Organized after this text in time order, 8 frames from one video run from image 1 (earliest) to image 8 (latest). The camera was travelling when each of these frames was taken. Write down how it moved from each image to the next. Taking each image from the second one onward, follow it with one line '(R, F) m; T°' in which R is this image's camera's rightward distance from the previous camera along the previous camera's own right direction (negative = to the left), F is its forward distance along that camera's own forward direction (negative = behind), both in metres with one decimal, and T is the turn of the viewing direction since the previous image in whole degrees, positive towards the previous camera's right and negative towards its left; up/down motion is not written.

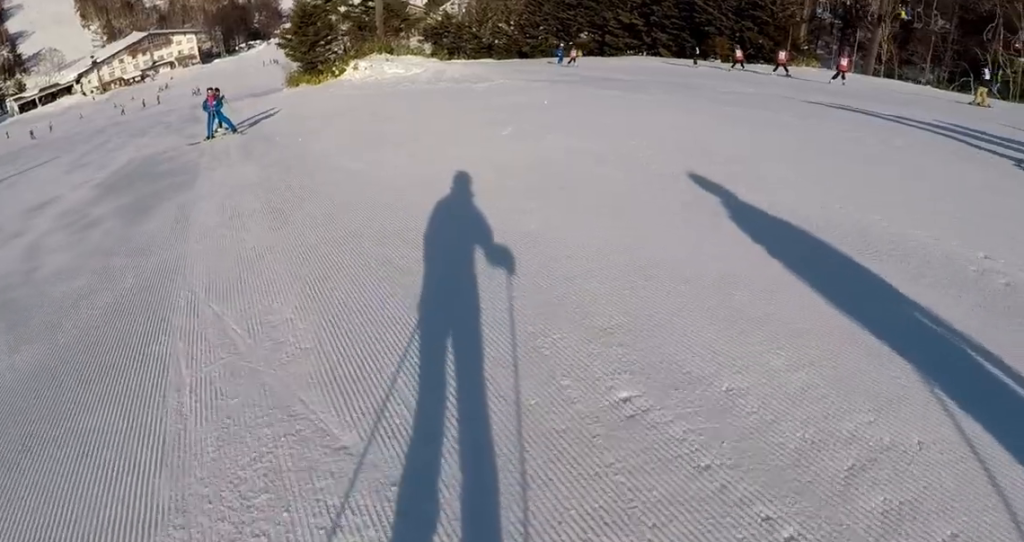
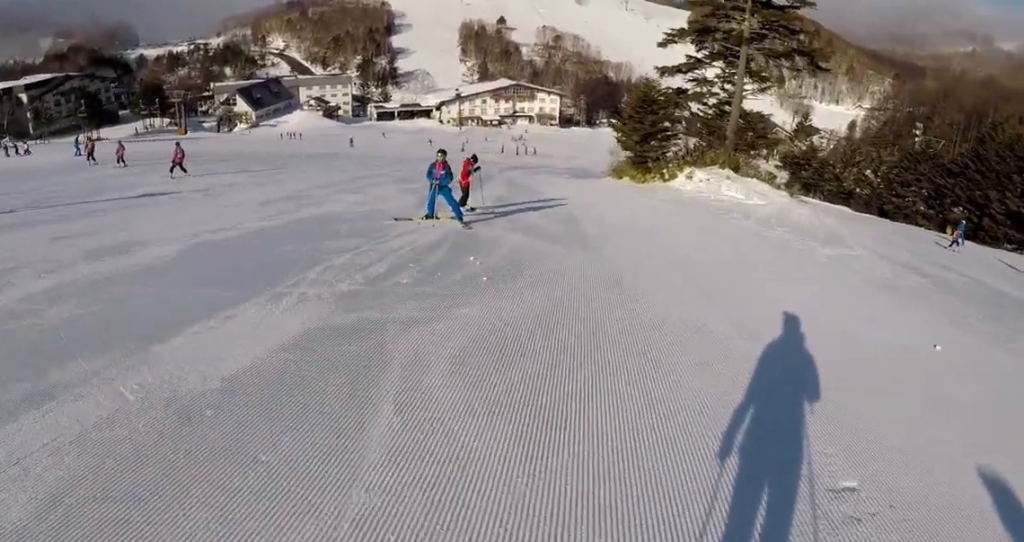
(-0.9, +7.9) m; -15°
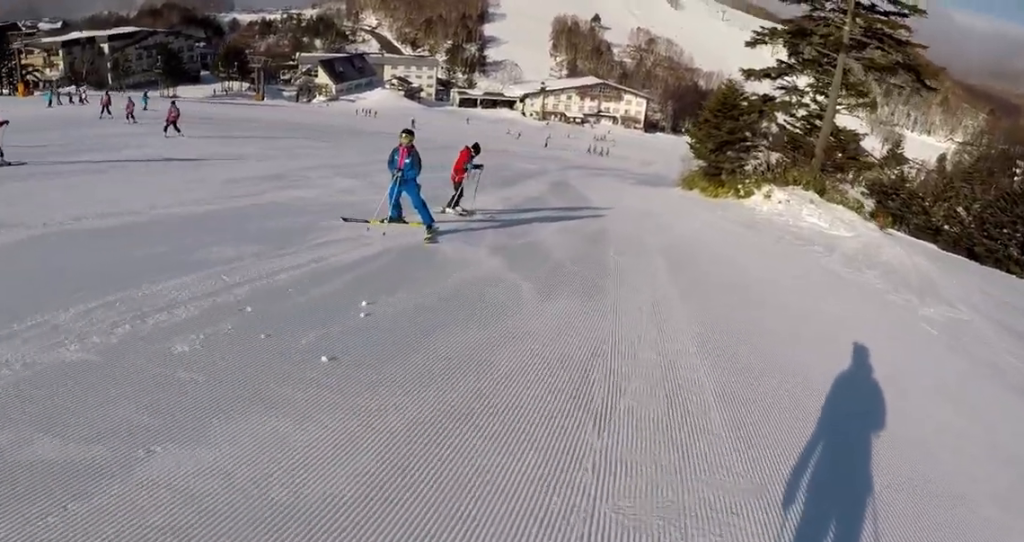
(-0.3, +4.3) m; -9°
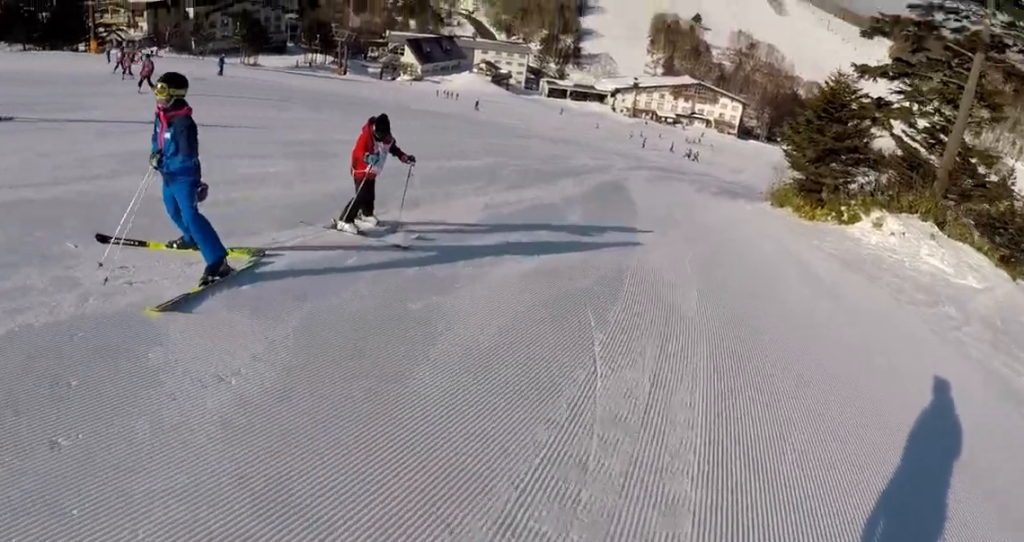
(-0.3, +5.6) m; -12°
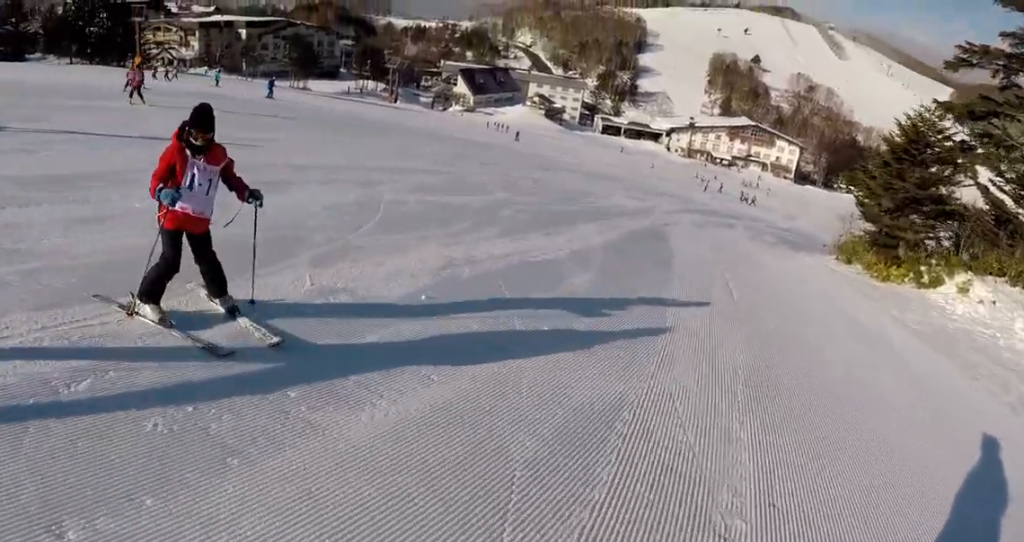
(-0.5, +3.3) m; -5°
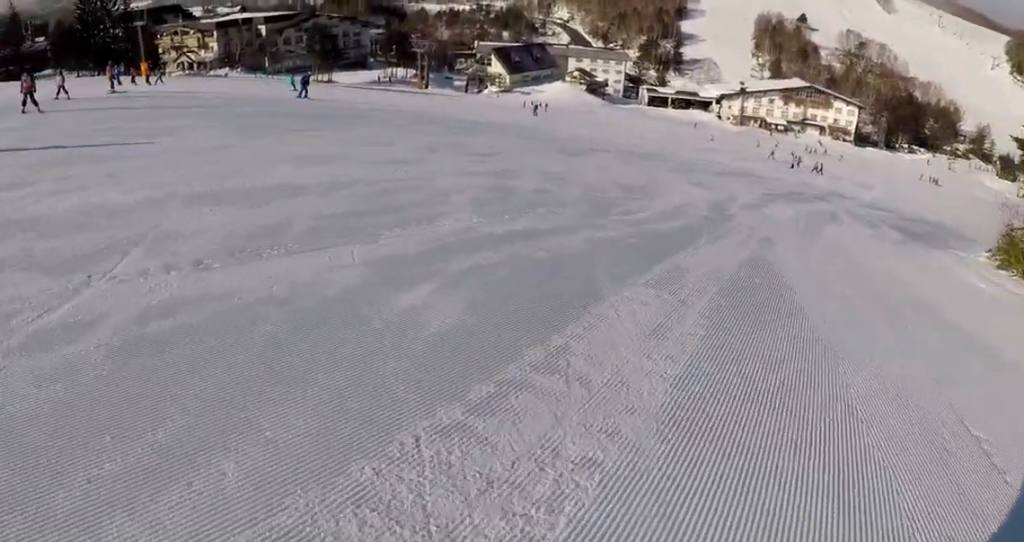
(-0.7, +8.1) m; 0°
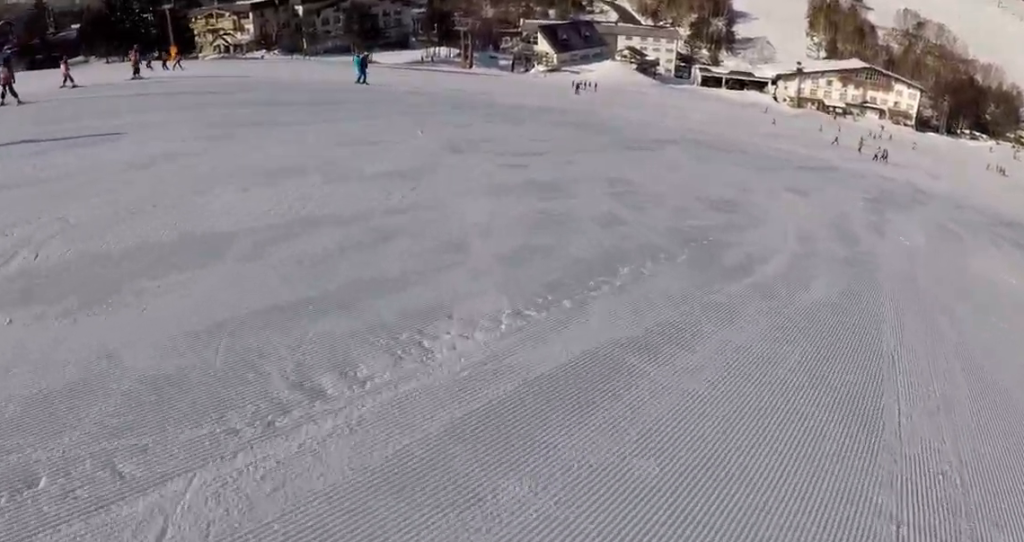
(-0.2, +4.4) m; +5°
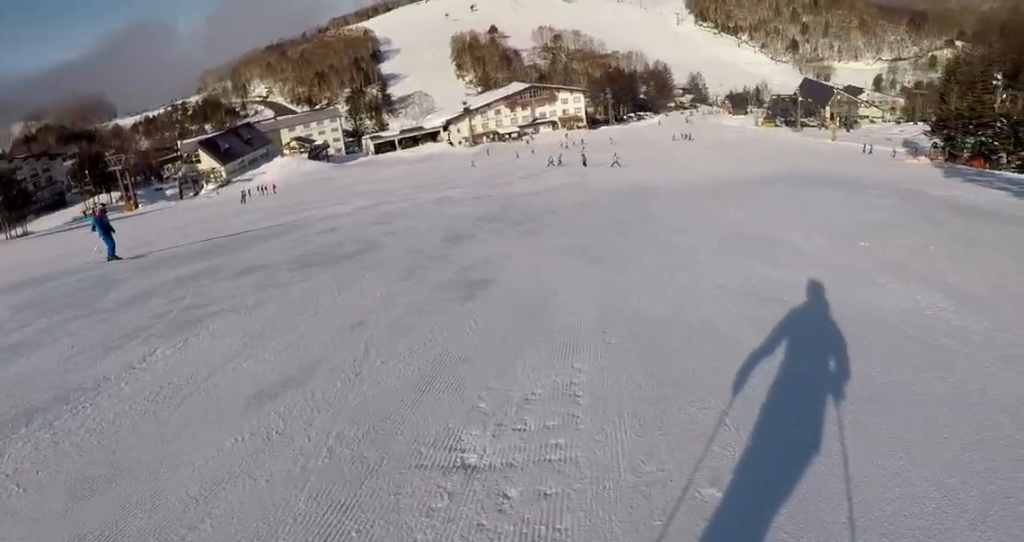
(+2.2, +10.2) m; +21°
